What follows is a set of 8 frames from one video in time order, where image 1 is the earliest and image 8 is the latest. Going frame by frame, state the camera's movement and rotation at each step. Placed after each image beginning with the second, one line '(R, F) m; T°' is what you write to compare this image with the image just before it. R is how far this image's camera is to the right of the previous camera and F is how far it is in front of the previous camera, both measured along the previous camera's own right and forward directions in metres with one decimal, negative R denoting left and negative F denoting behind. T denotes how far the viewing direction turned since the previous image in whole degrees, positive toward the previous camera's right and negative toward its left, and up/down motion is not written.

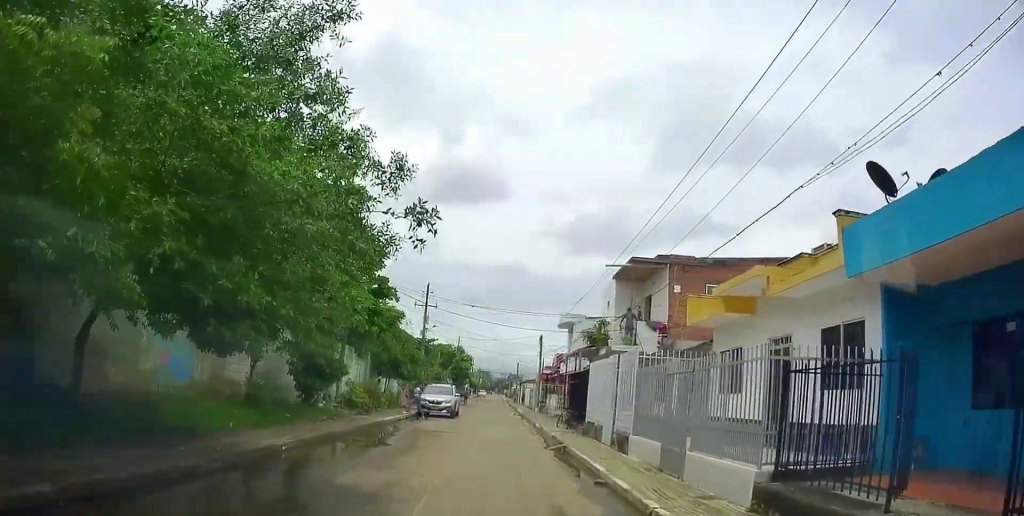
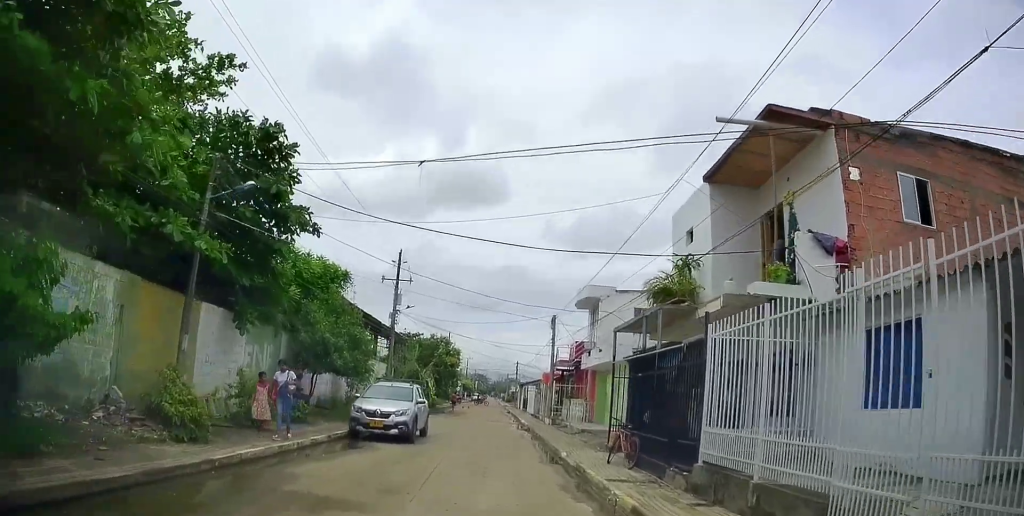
(-1.2, +13.6) m; -6°
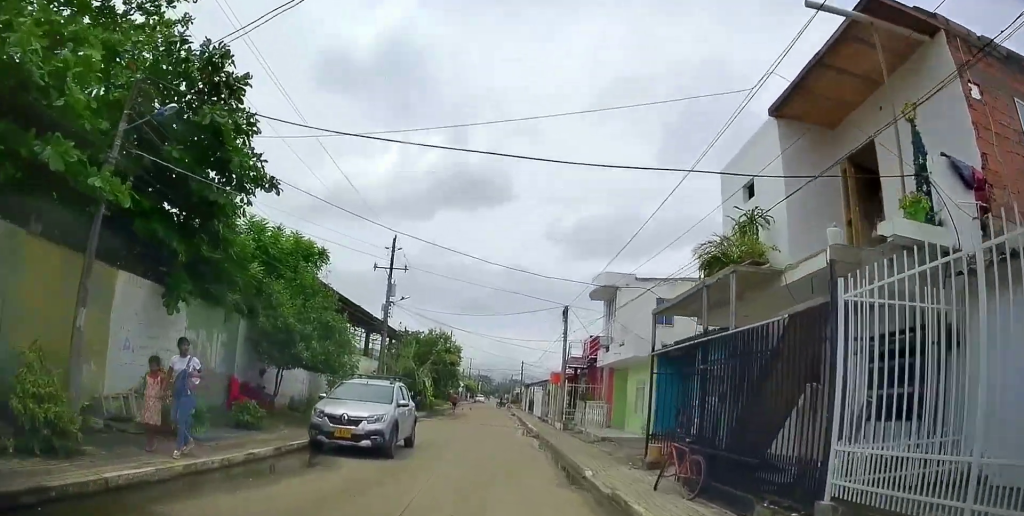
(0.0, +2.8) m; +6°
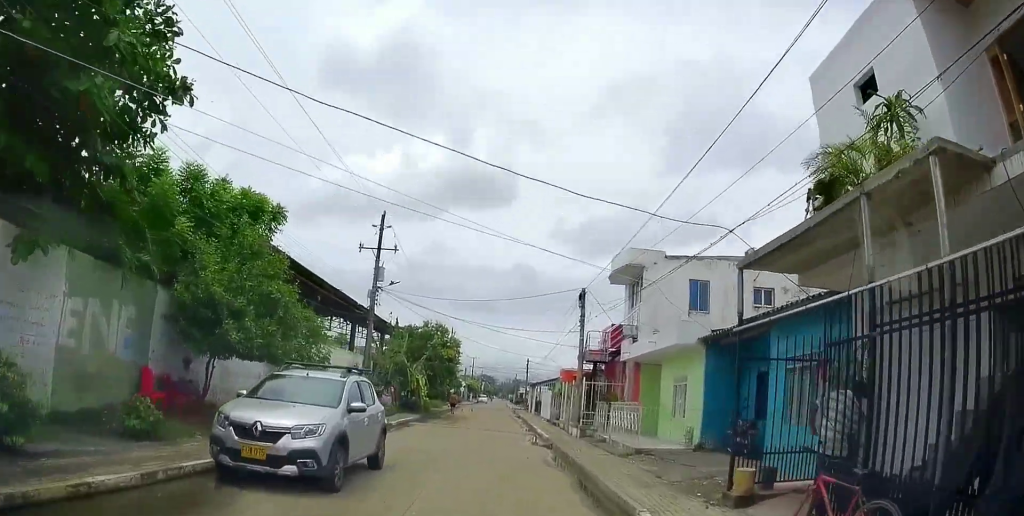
(+0.5, +3.3) m; +8°
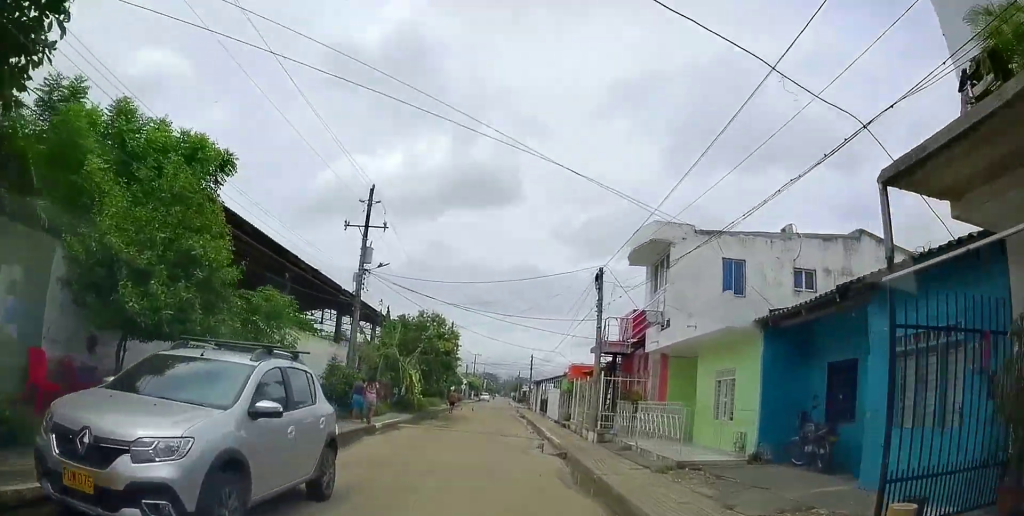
(0.0, +2.8) m; -3°
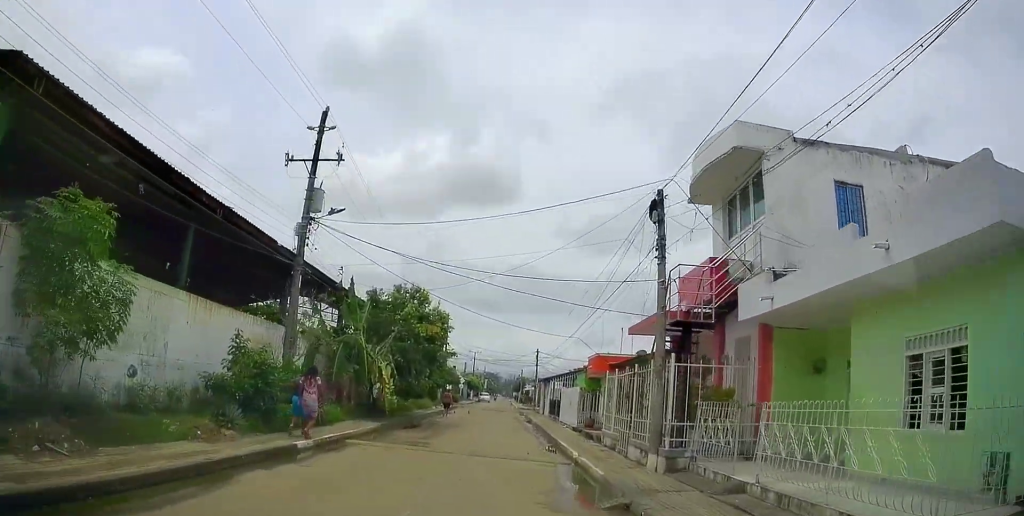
(-0.5, +6.8) m; -6°
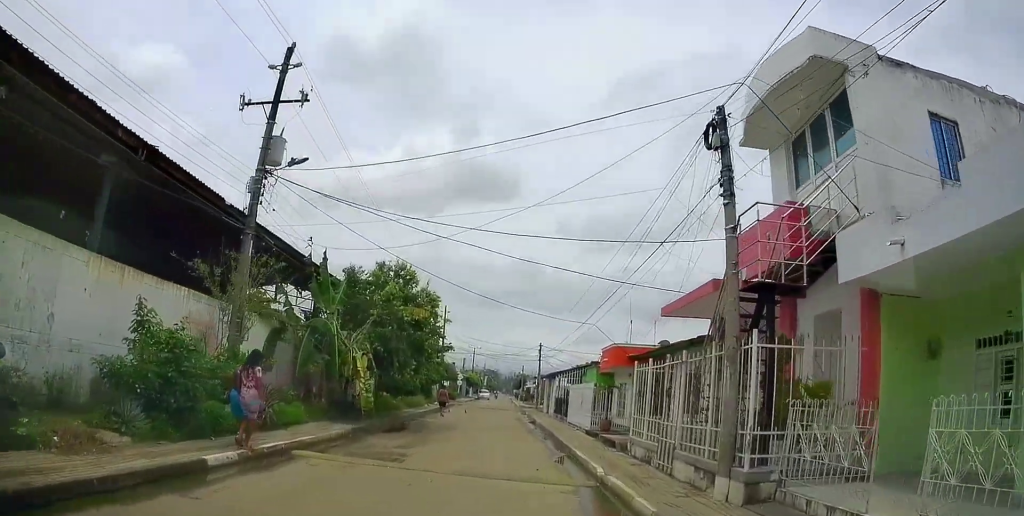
(-0.3, +3.8) m; -1°
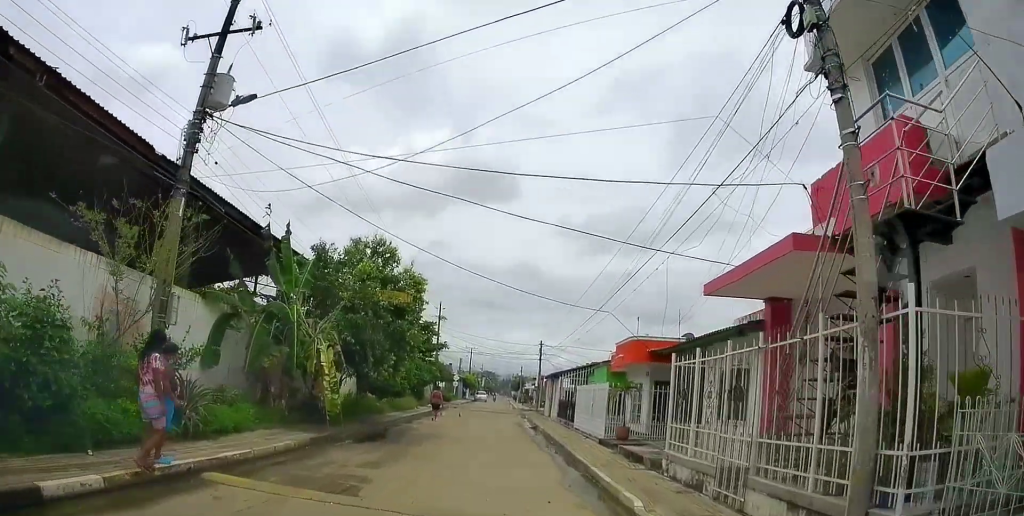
(+0.1, +3.5) m; +3°
